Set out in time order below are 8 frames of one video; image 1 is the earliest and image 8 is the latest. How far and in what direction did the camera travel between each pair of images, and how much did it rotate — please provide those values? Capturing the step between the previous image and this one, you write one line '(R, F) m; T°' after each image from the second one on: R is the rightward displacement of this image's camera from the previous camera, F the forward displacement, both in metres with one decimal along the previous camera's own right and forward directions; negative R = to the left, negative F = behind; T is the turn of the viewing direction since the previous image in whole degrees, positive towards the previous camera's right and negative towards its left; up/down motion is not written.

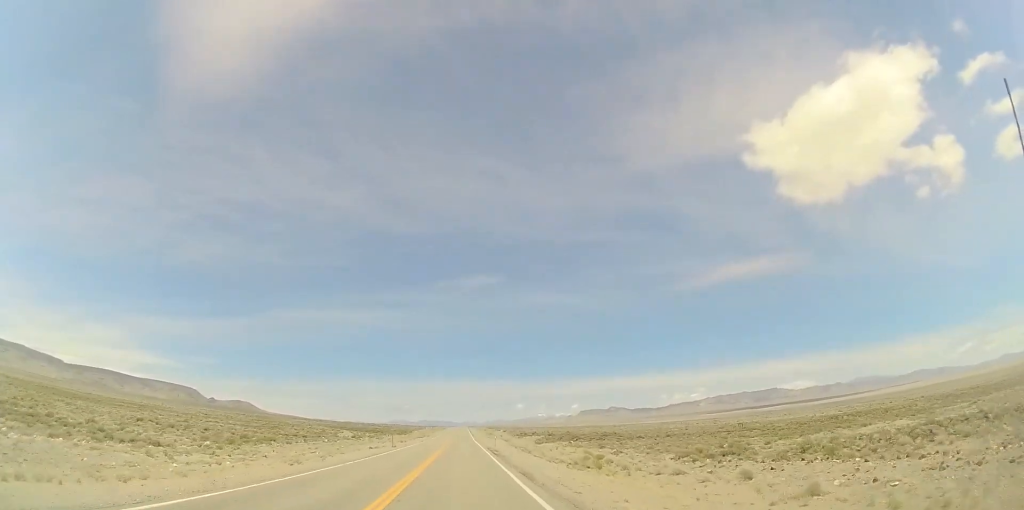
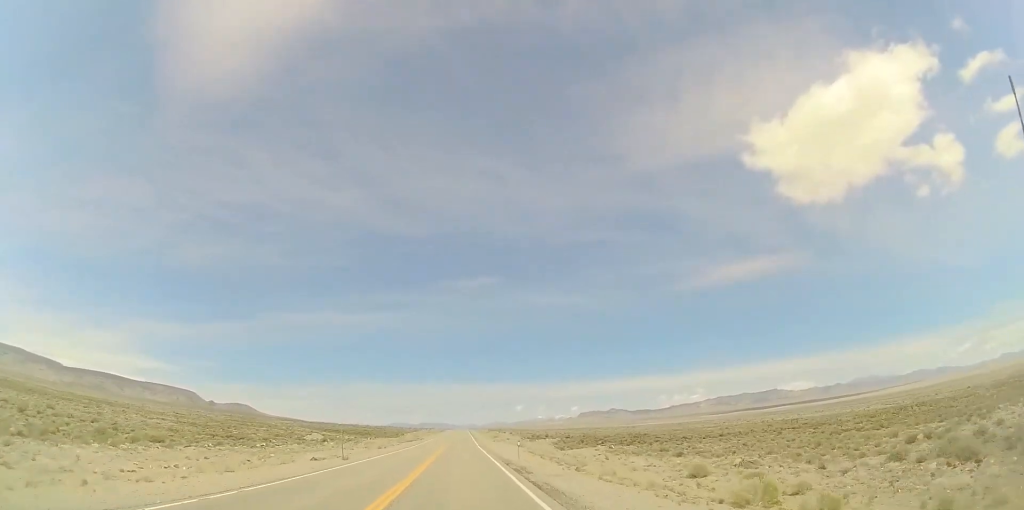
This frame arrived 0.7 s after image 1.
(0.0, +21.4) m; 0°
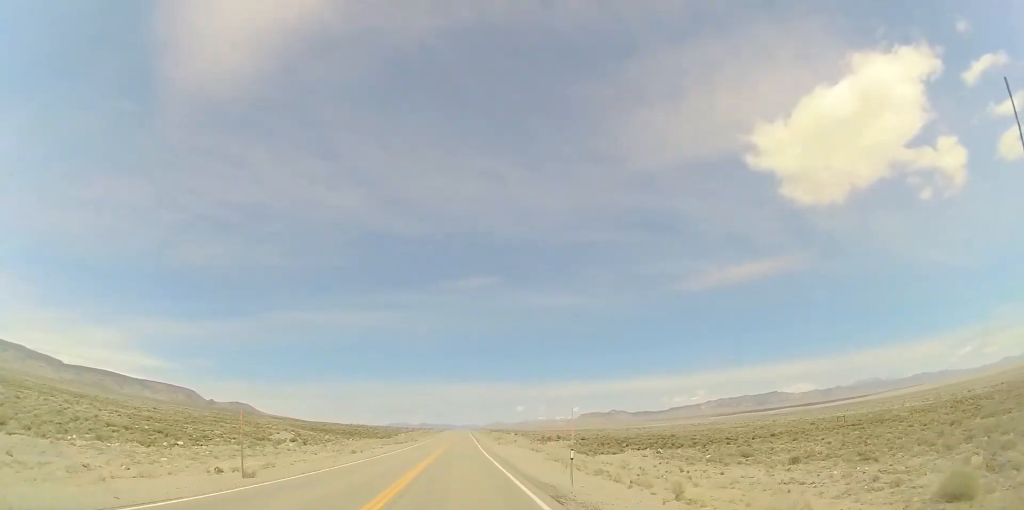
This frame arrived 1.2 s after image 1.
(+0.1, +14.4) m; 0°
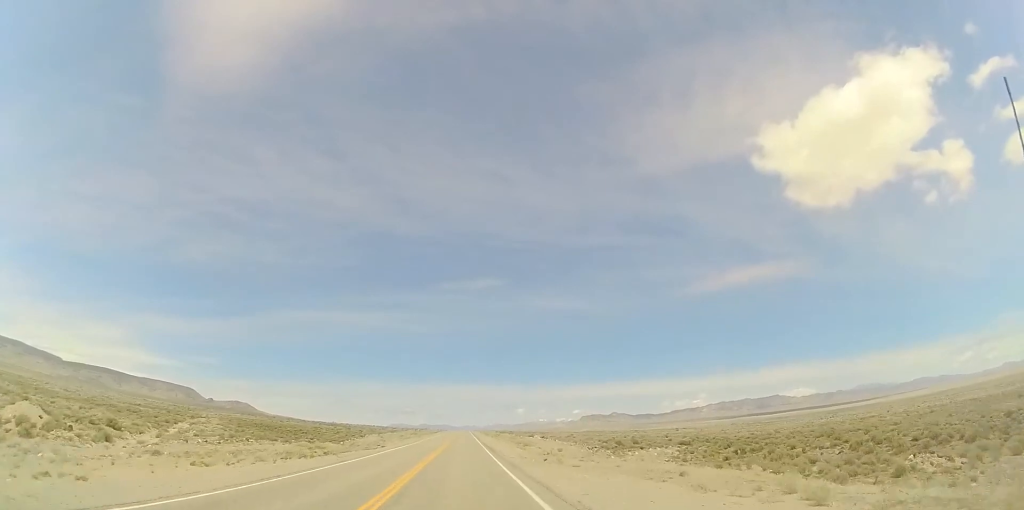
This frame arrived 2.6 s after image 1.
(+0.2, +44.2) m; 0°
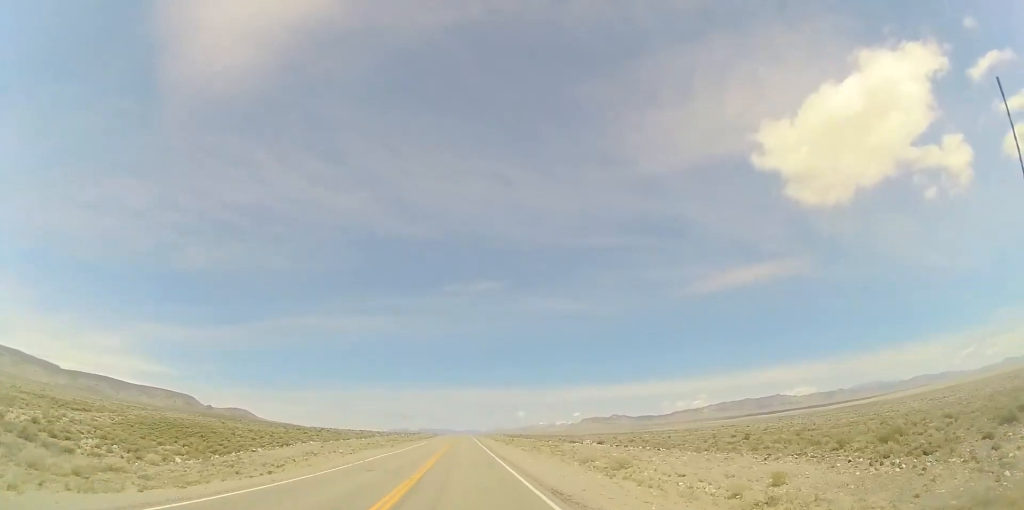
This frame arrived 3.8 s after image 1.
(-0.4, +37.1) m; -1°
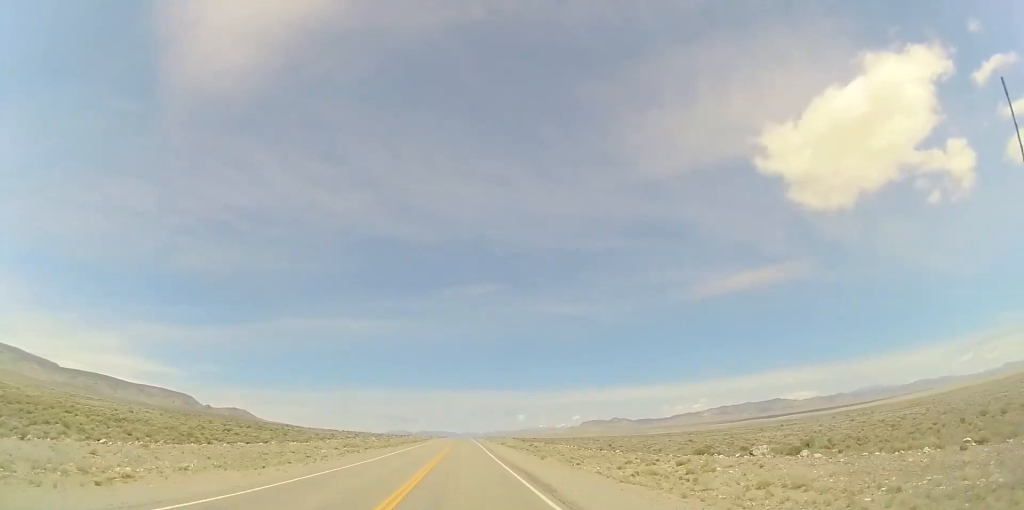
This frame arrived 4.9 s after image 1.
(+0.1, +32.8) m; +1°
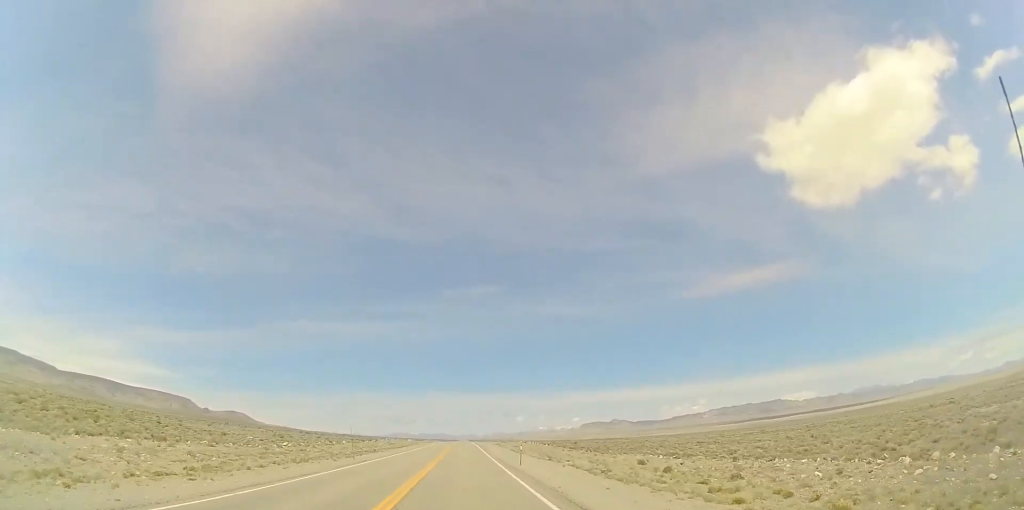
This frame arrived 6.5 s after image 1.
(+0.4, +51.5) m; 0°
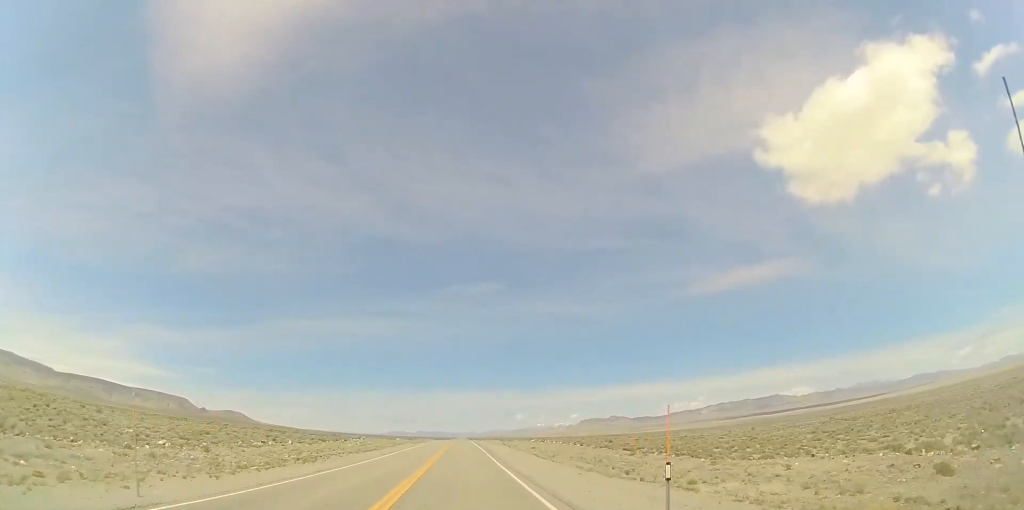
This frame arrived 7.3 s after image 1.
(-0.1, +22.5) m; 0°
